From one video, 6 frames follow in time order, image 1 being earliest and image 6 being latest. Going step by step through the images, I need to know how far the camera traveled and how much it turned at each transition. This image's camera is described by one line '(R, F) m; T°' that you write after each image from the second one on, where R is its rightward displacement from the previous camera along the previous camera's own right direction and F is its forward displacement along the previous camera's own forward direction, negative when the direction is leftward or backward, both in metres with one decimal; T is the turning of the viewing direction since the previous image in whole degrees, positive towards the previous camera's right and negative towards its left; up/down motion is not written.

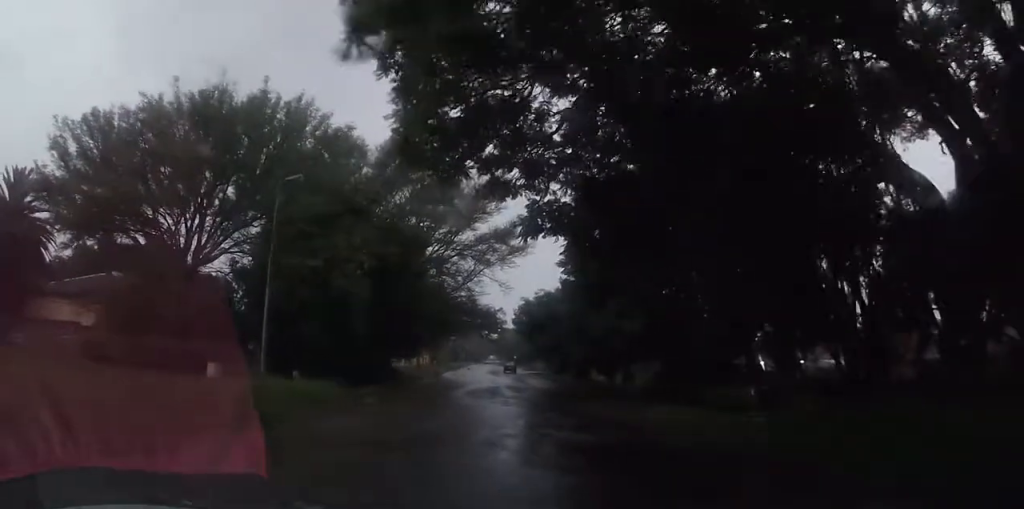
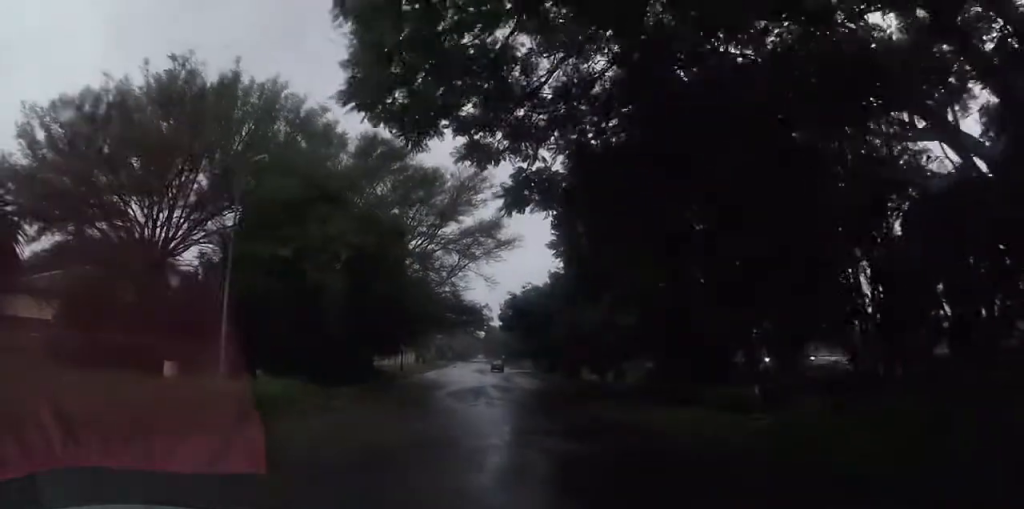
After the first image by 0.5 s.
(0.0, +2.0) m; +1°
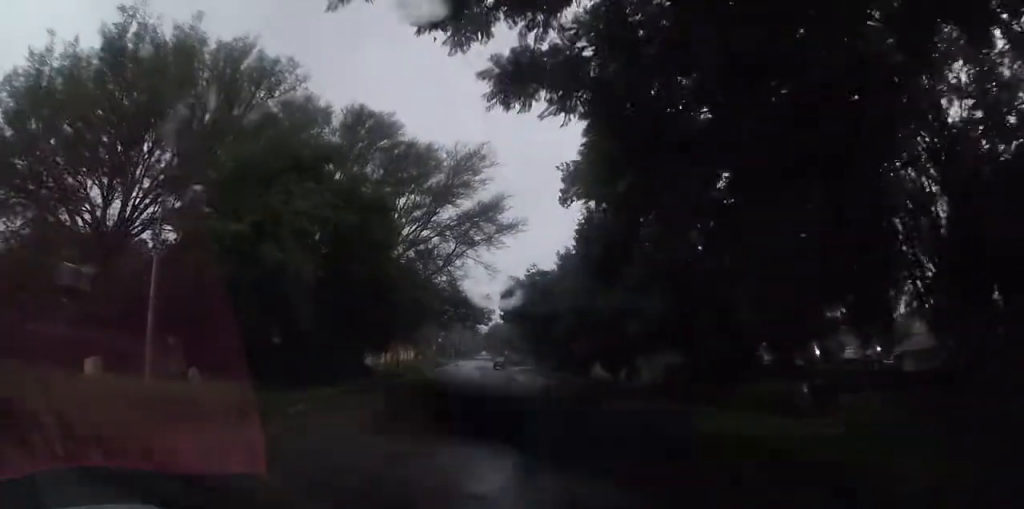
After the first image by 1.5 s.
(0.0, +4.0) m; +1°
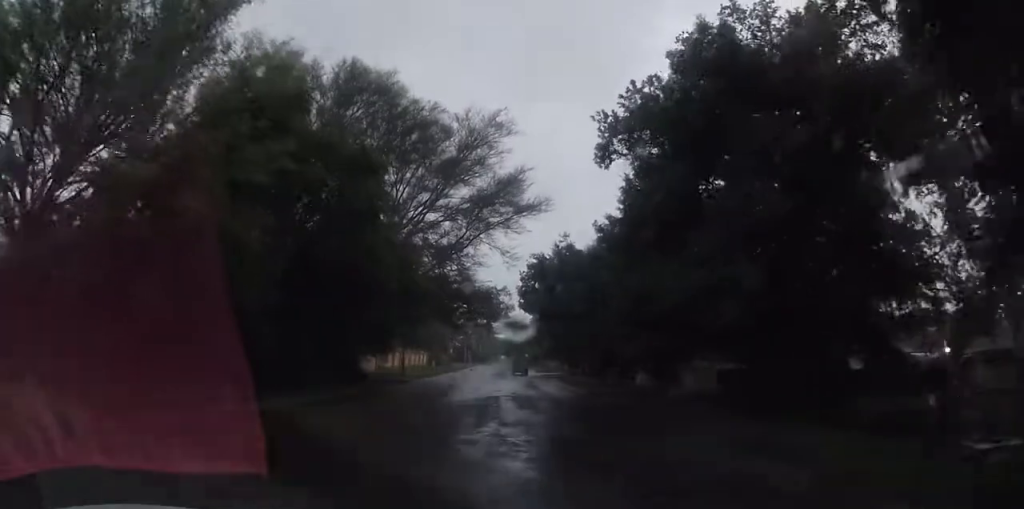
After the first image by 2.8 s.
(0.0, +5.6) m; 0°
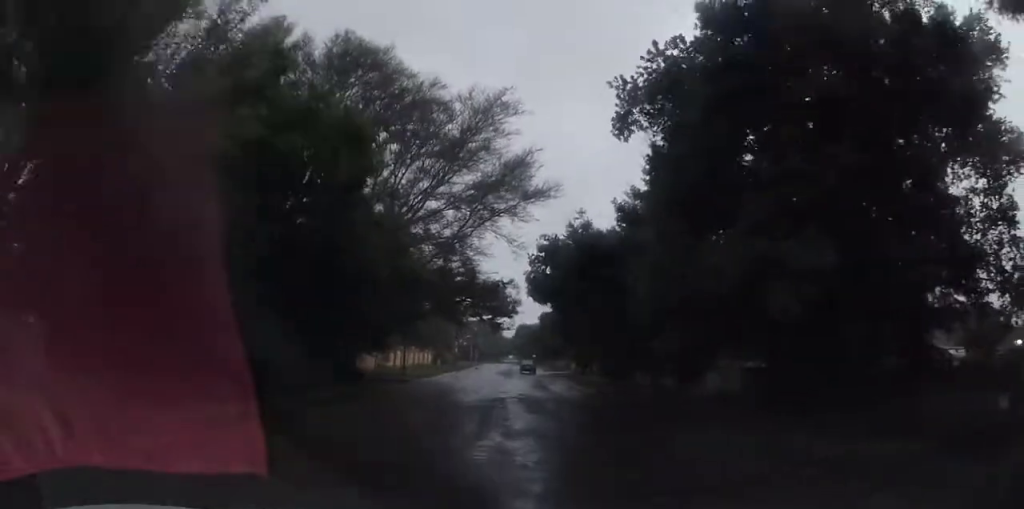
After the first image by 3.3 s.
(0.0, +2.4) m; 0°
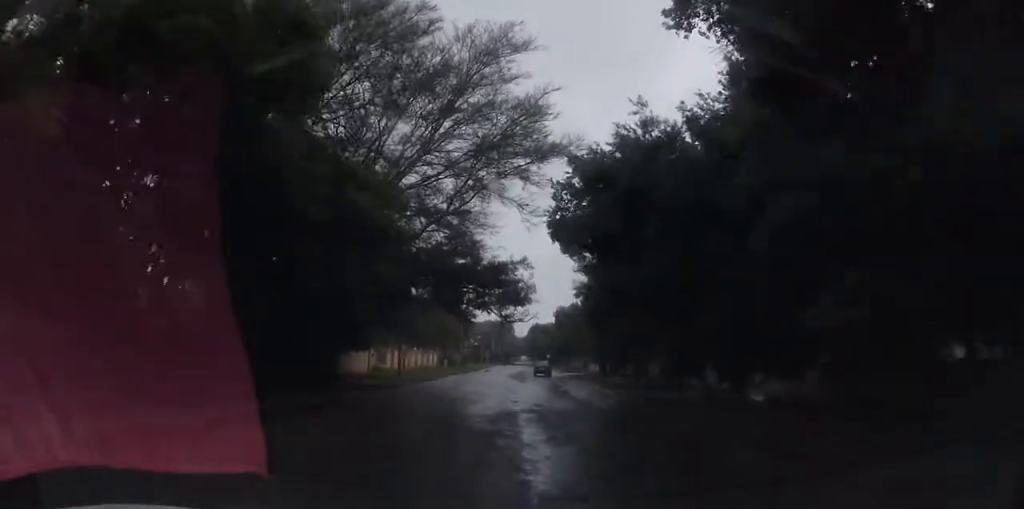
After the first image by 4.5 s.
(0.0, +6.0) m; -1°
